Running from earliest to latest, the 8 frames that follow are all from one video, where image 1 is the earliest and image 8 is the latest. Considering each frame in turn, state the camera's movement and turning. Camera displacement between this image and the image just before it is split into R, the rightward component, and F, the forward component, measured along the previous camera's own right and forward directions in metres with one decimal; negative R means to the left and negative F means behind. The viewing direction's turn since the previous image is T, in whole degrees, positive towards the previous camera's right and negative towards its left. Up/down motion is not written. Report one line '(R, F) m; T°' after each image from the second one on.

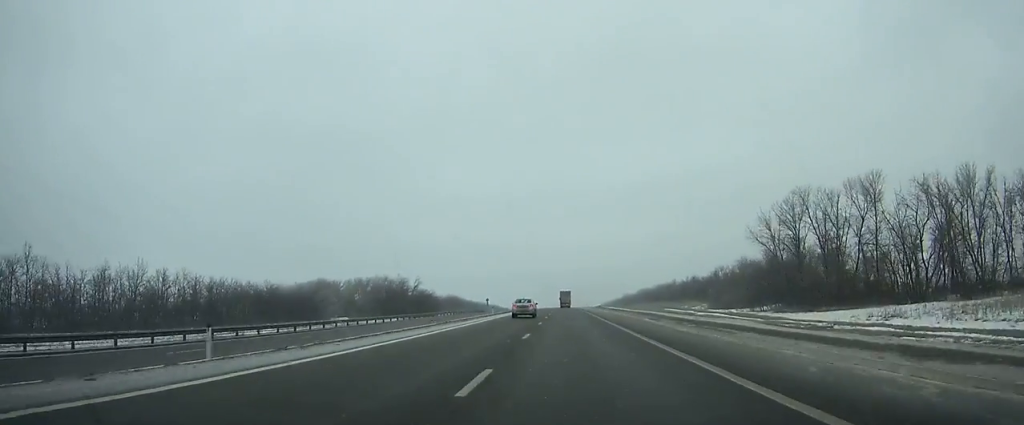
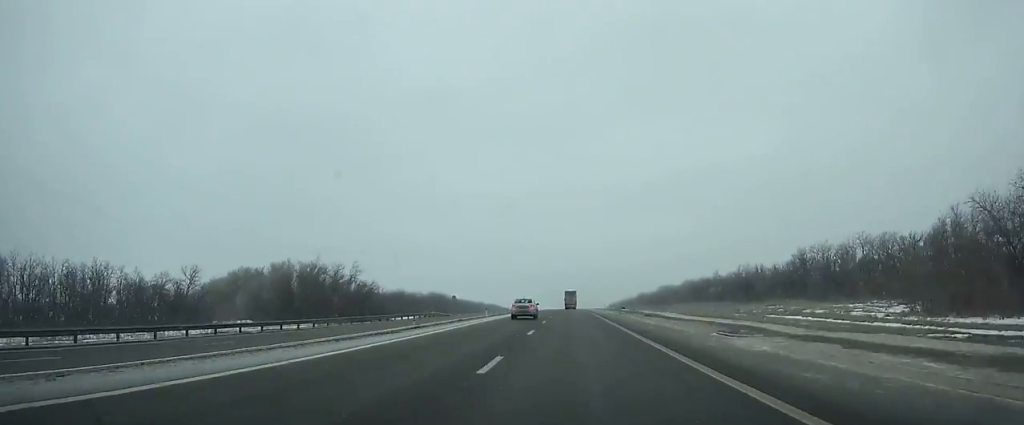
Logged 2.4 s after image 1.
(-0.2, +54.7) m; 0°
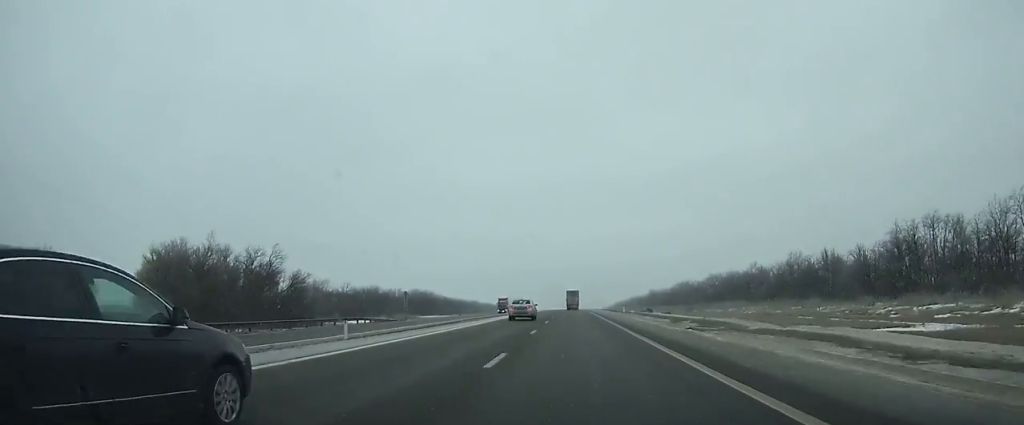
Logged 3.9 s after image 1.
(+0.1, +33.5) m; 0°
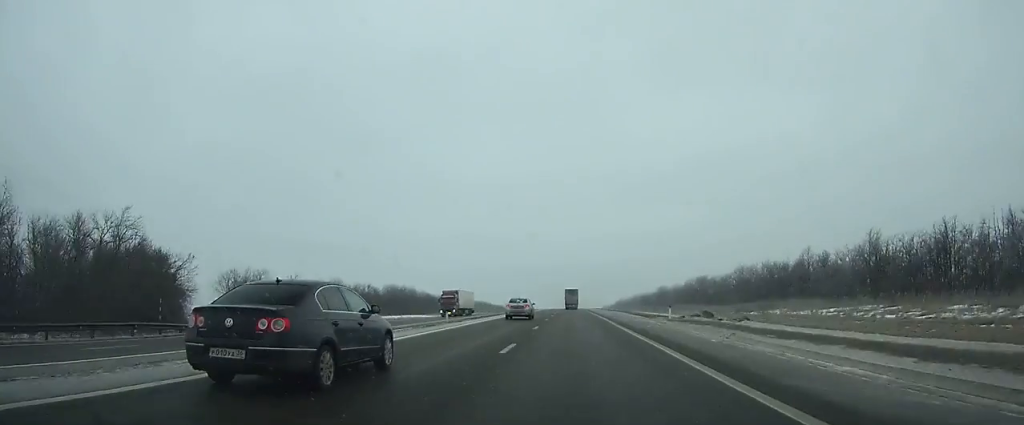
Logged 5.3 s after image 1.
(-0.1, +29.4) m; 0°
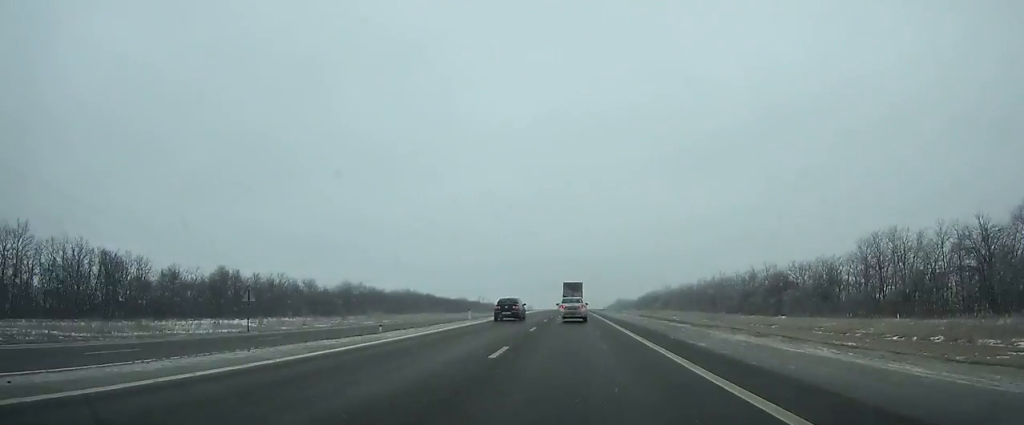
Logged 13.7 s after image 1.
(-0.2, +175.9) m; 0°
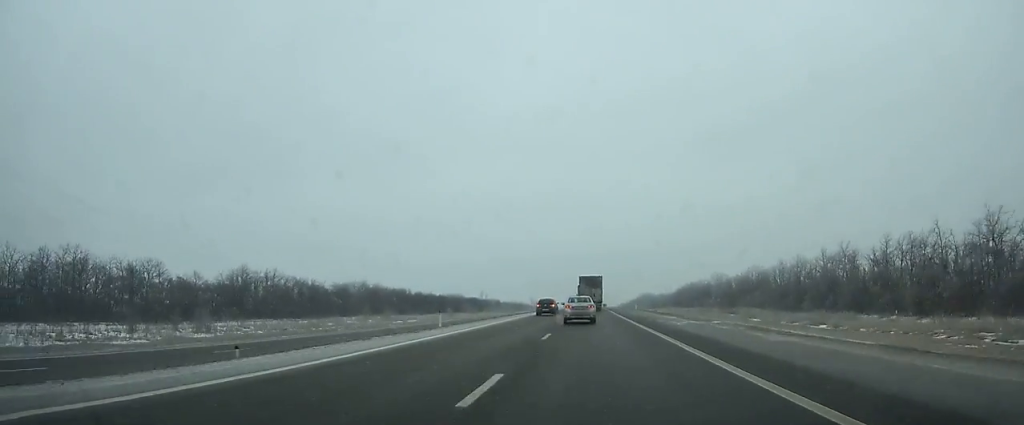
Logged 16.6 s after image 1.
(-0.3, +64.6) m; -1°
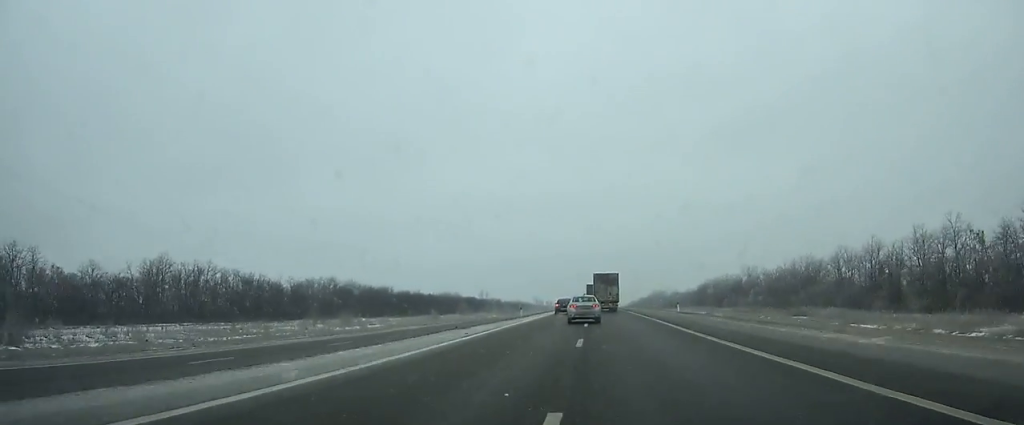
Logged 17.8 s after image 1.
(-0.4, +27.2) m; 0°
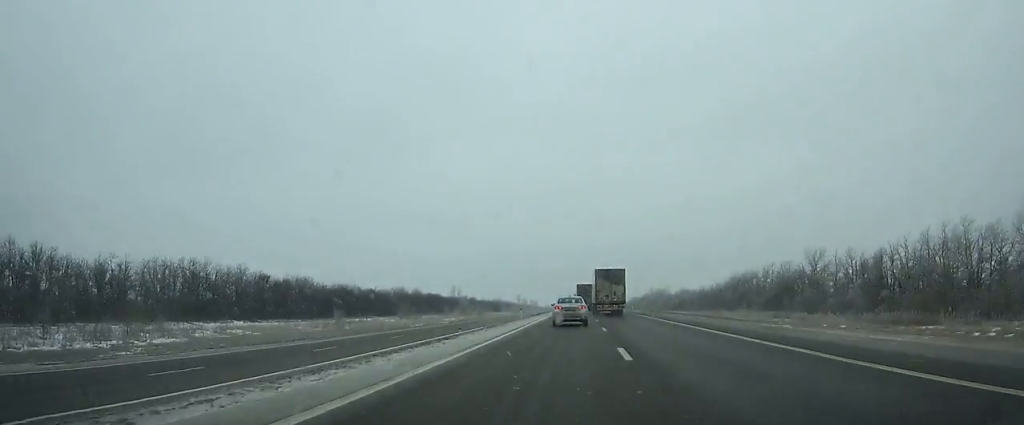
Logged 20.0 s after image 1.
(-0.1, +49.9) m; 0°
